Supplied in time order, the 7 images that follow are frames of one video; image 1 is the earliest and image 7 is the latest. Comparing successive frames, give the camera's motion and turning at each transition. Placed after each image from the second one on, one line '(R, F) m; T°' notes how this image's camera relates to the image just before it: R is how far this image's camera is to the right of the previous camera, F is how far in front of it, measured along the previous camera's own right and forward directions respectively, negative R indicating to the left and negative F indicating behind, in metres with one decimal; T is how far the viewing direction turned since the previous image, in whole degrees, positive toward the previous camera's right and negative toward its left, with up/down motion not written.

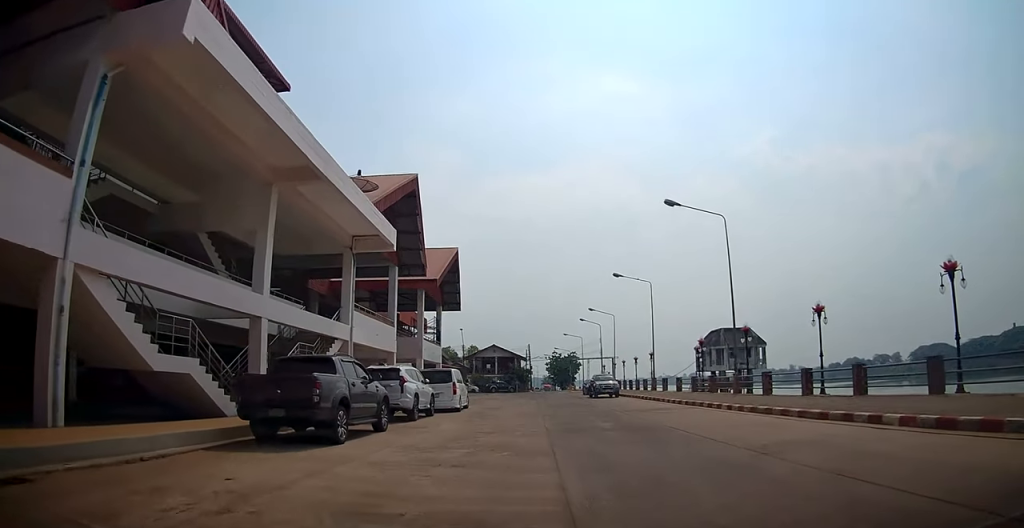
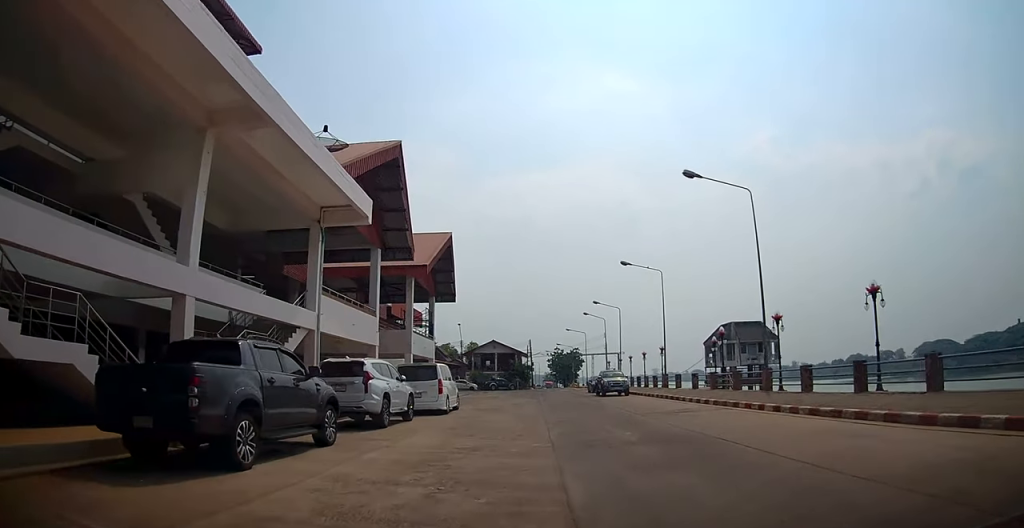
(0.0, +3.7) m; +1°
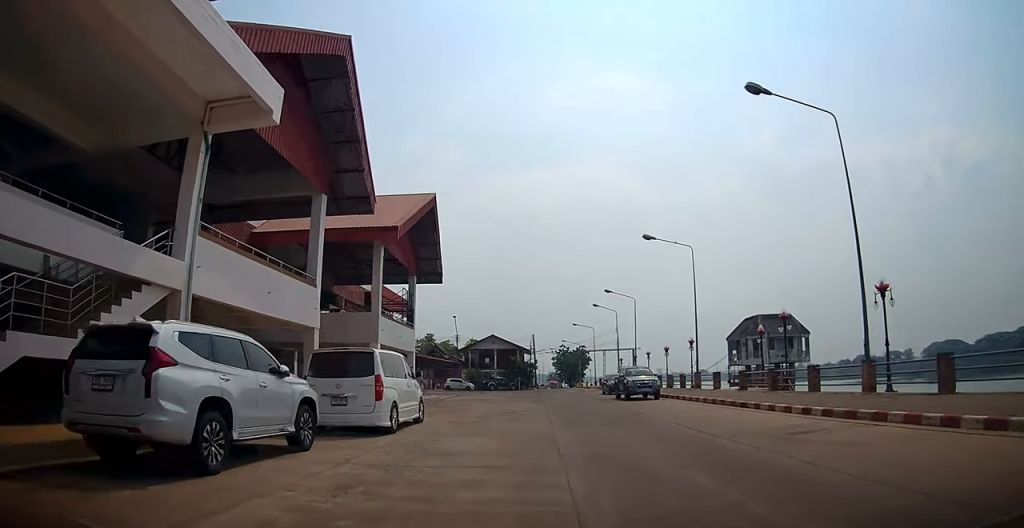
(+0.1, +8.2) m; 0°
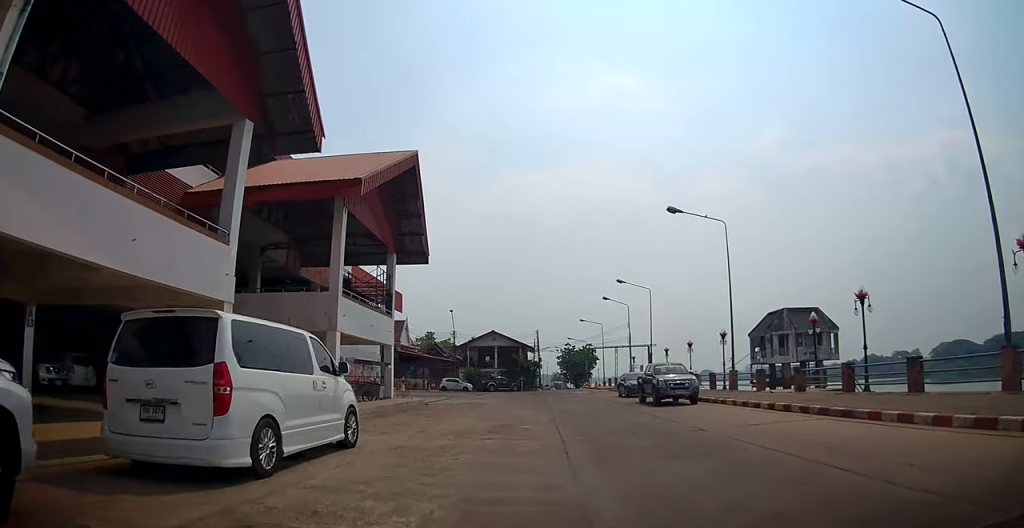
(-0.1, +6.5) m; -1°
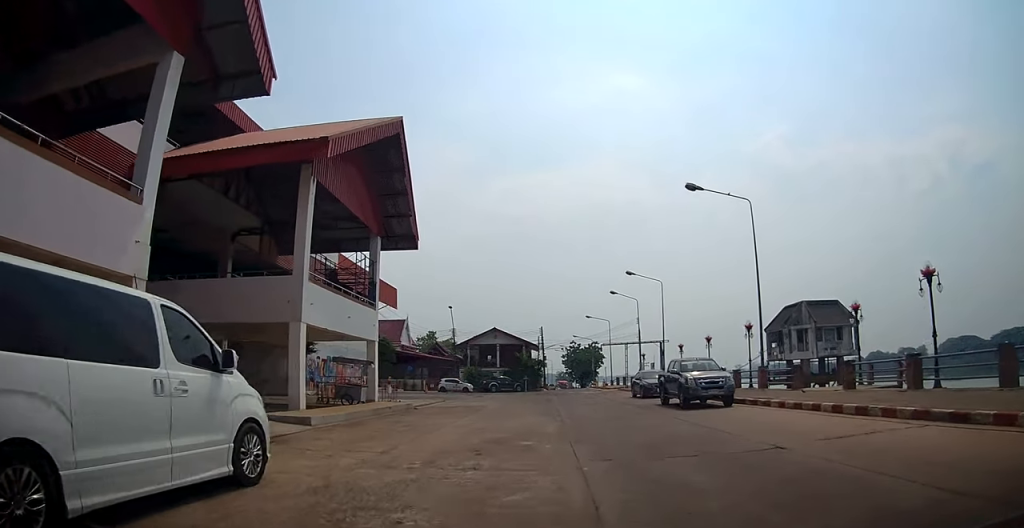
(0.0, +3.8) m; 0°
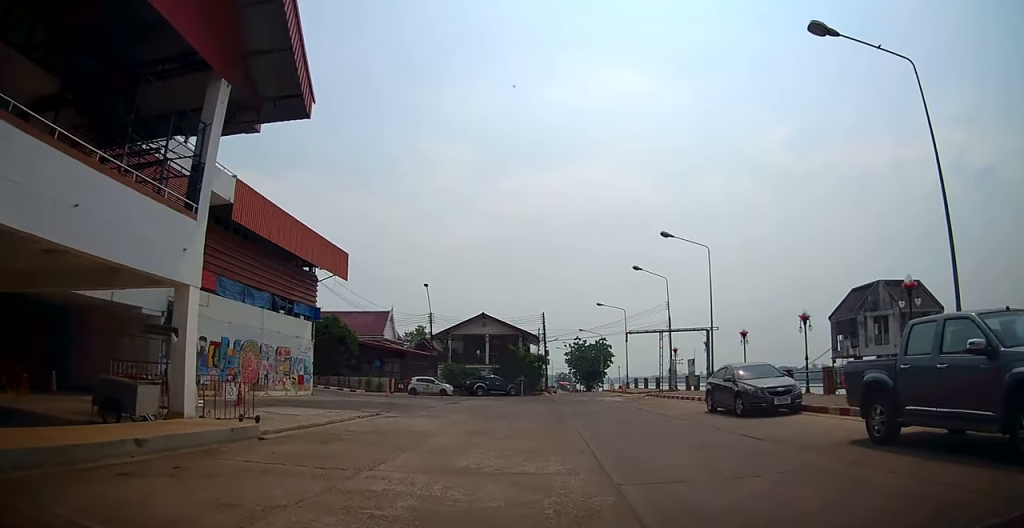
(-0.2, +14.9) m; -3°
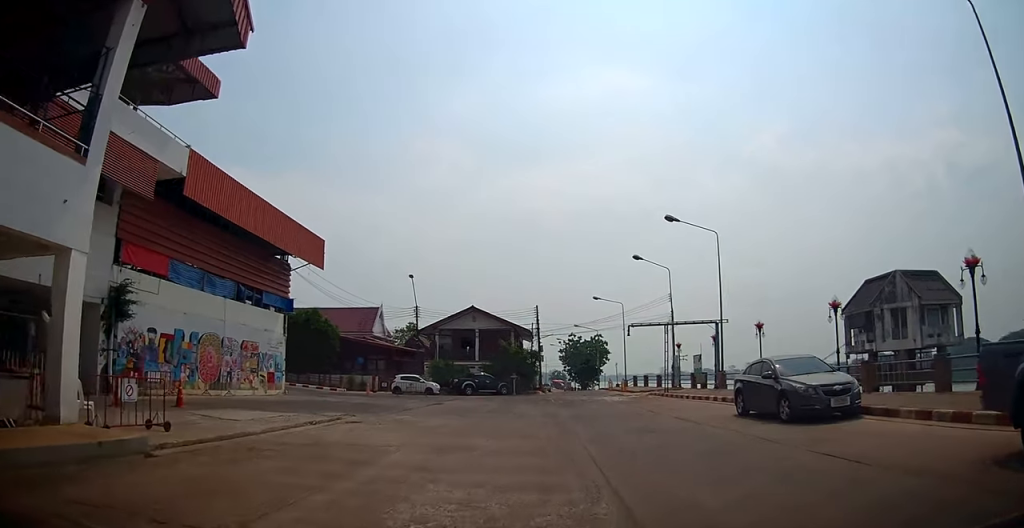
(0.0, +3.5) m; -1°
